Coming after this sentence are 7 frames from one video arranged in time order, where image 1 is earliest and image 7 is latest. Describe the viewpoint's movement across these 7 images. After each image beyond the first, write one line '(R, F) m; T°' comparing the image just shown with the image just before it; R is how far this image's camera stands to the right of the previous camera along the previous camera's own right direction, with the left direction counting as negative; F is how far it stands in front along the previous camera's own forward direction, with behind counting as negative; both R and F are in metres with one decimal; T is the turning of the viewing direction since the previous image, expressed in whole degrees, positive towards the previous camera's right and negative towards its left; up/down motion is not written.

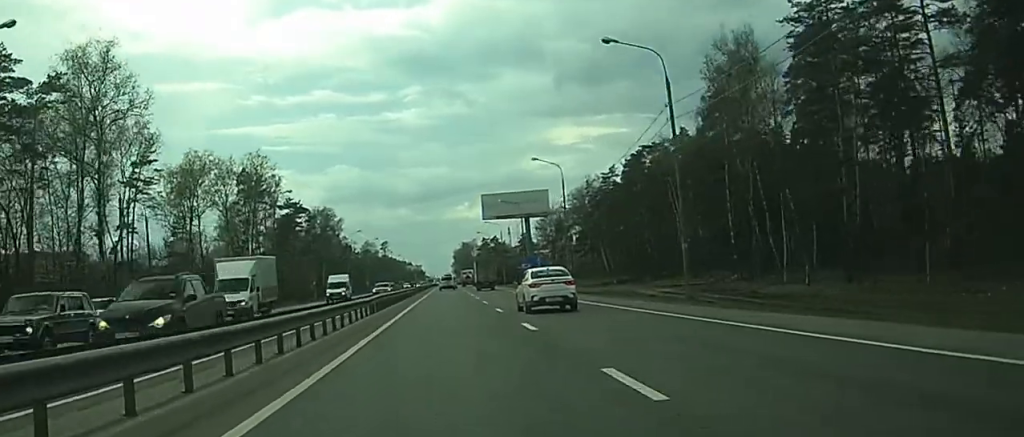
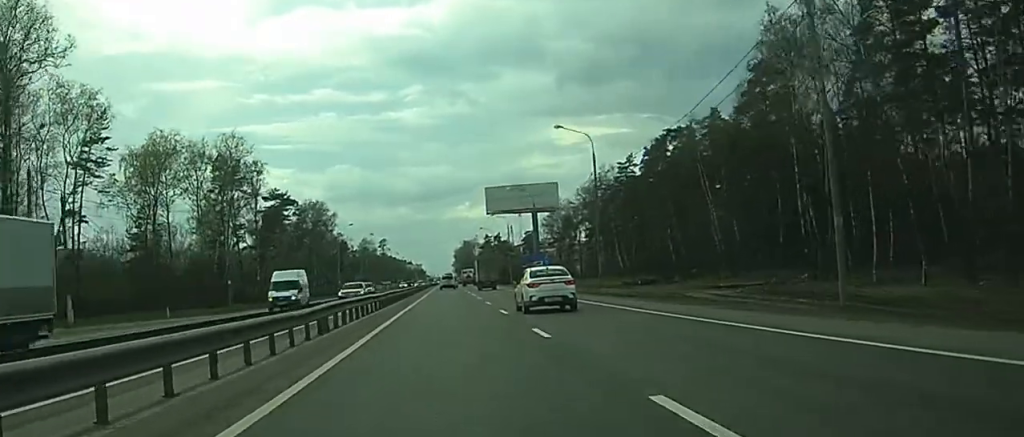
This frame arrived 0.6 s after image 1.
(0.0, +12.9) m; 0°
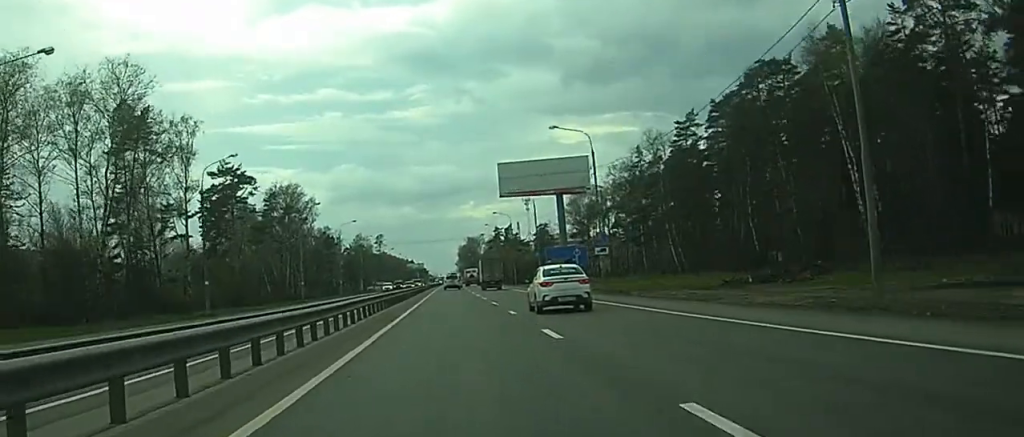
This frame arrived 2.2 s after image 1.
(-0.1, +35.8) m; 0°
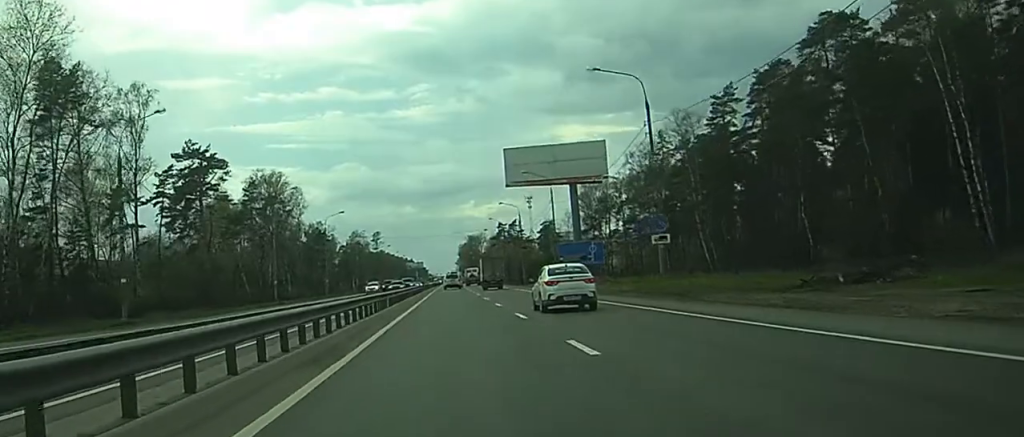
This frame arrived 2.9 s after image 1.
(0.0, +17.4) m; 0°
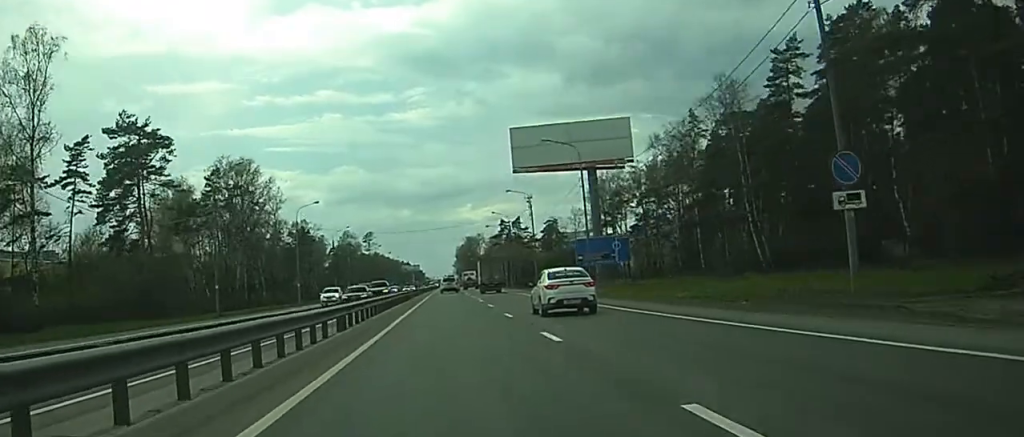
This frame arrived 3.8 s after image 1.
(0.0, +22.2) m; 0°
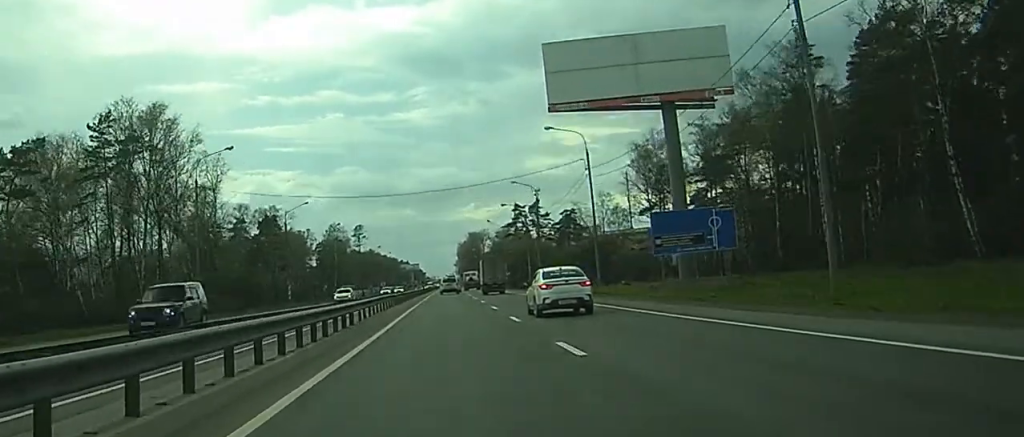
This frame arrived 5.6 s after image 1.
(+0.3, +41.3) m; 0°
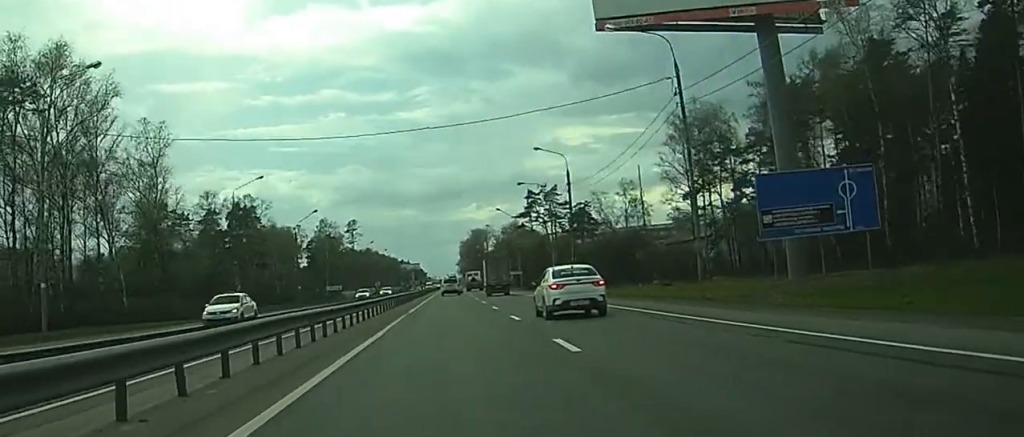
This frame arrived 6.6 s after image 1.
(-0.1, +23.1) m; 0°
